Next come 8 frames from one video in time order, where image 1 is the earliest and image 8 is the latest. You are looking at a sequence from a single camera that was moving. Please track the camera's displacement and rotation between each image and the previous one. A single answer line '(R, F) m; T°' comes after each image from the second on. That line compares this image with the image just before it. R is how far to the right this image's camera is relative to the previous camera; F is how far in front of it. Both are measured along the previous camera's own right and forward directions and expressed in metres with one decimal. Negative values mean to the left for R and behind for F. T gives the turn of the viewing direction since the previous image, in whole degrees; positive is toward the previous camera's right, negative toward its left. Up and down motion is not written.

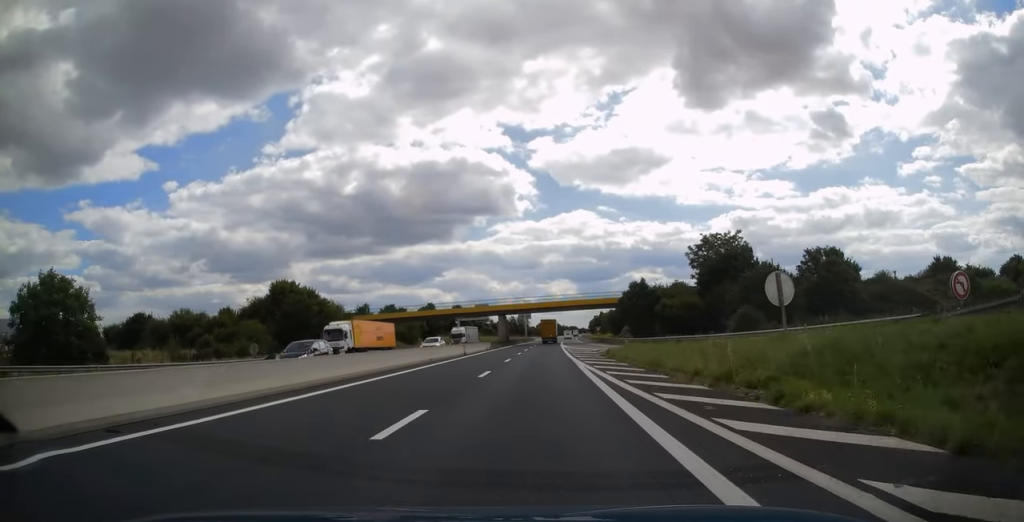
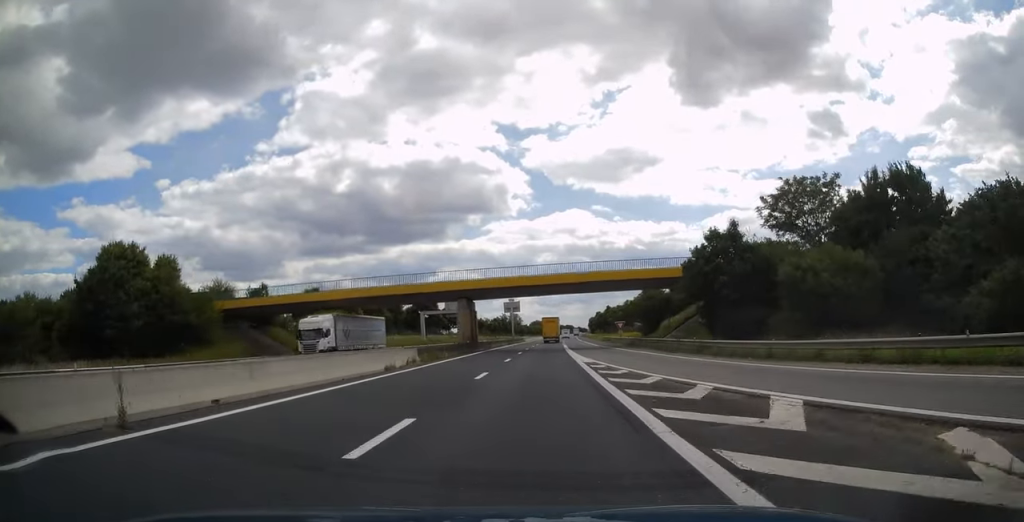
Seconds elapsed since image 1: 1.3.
(+0.1, +39.0) m; 0°
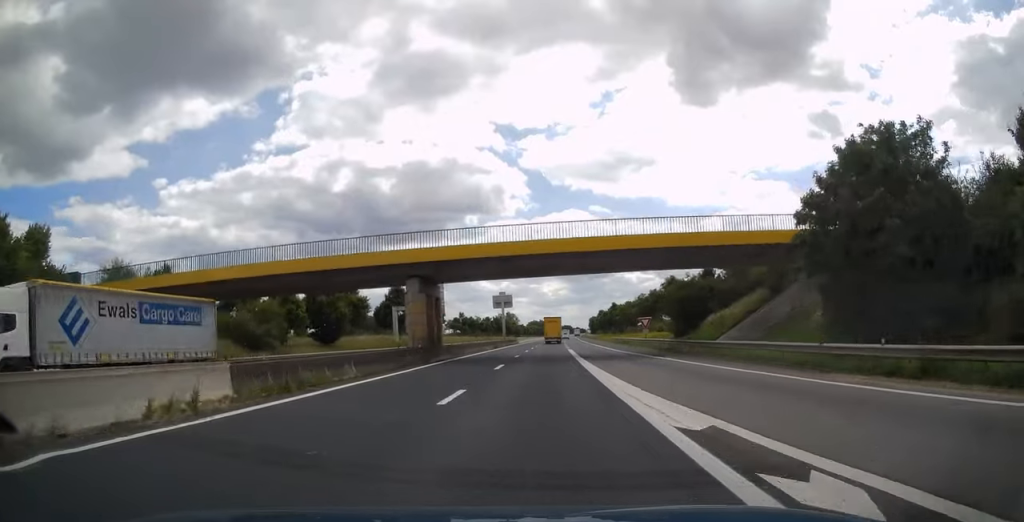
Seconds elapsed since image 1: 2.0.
(0.0, +19.6) m; +1°
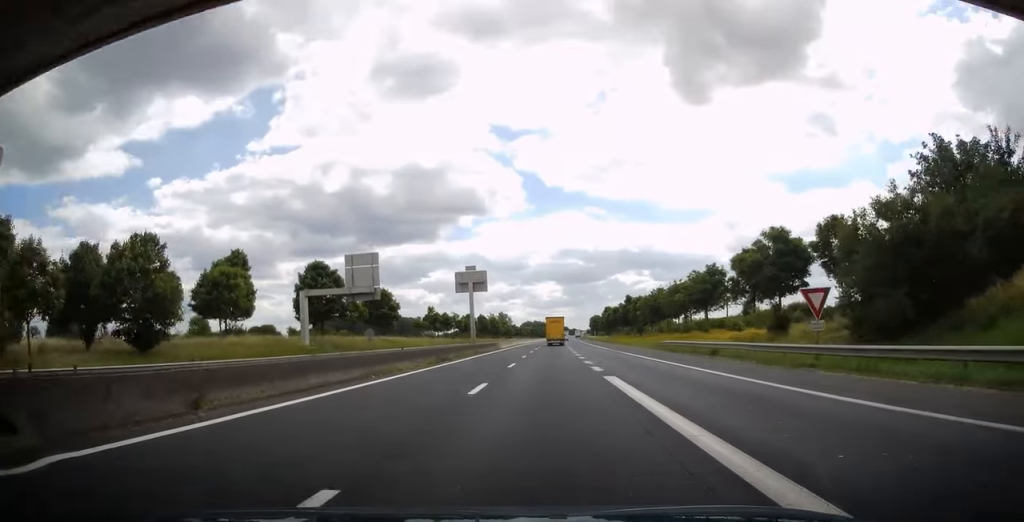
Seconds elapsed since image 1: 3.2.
(+0.4, +35.2) m; +1°
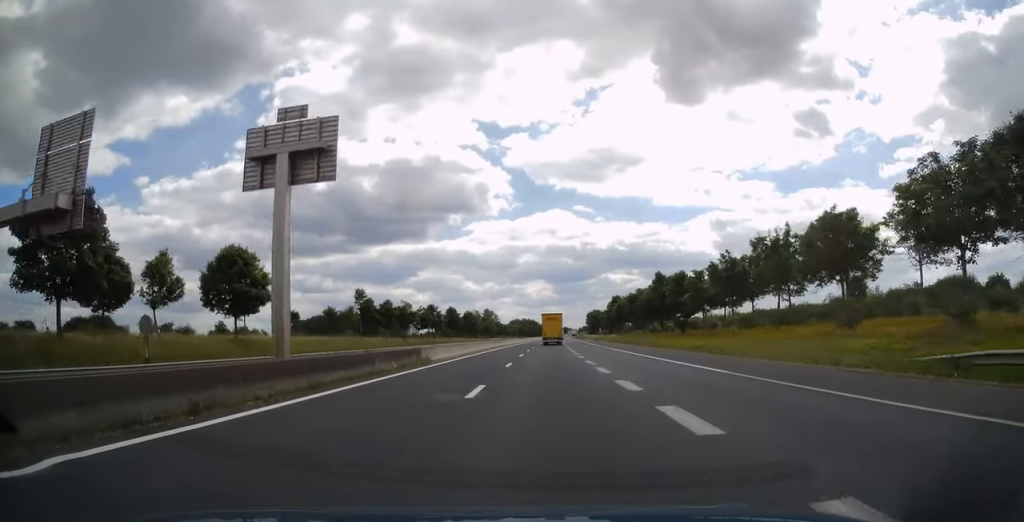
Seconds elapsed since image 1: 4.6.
(+0.1, +40.2) m; 0°
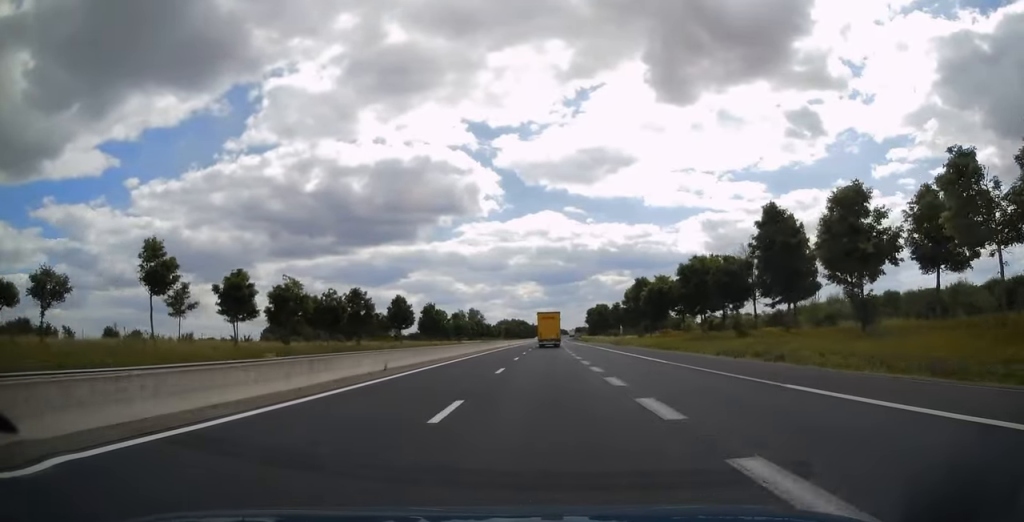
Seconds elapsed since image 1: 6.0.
(+0.2, +42.5) m; 0°
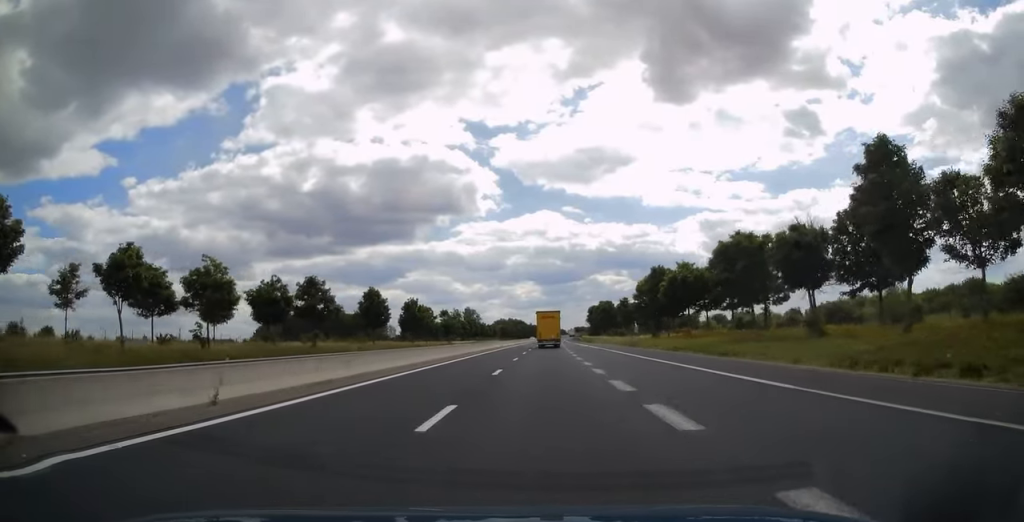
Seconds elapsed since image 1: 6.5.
(0.0, +14.0) m; 0°
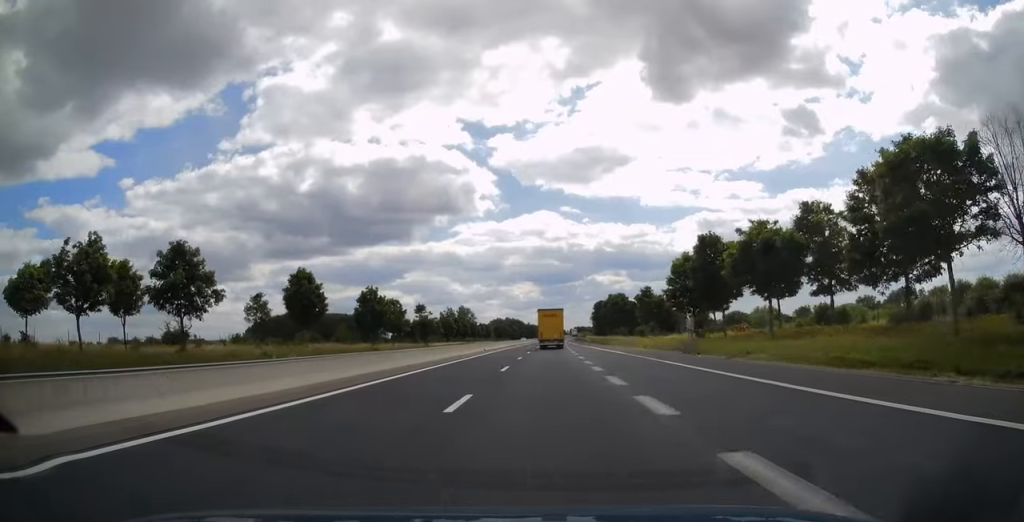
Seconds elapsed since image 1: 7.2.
(-0.1, +23.5) m; 0°
